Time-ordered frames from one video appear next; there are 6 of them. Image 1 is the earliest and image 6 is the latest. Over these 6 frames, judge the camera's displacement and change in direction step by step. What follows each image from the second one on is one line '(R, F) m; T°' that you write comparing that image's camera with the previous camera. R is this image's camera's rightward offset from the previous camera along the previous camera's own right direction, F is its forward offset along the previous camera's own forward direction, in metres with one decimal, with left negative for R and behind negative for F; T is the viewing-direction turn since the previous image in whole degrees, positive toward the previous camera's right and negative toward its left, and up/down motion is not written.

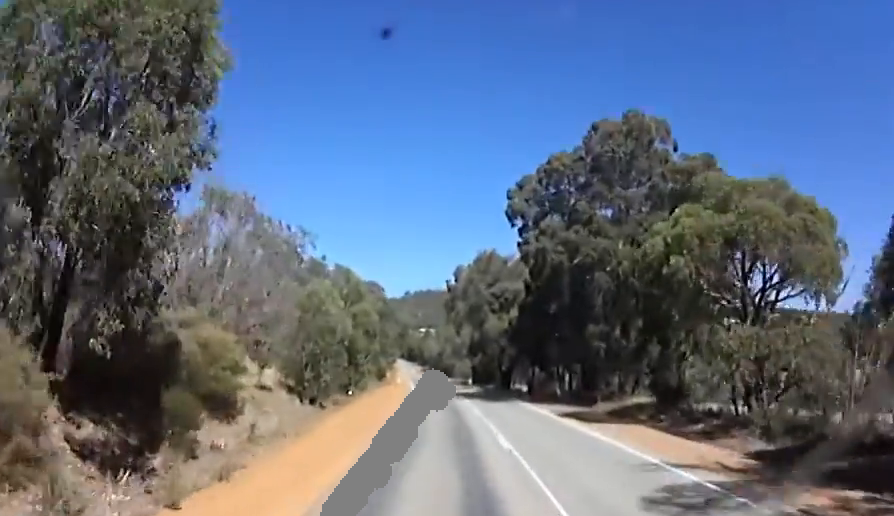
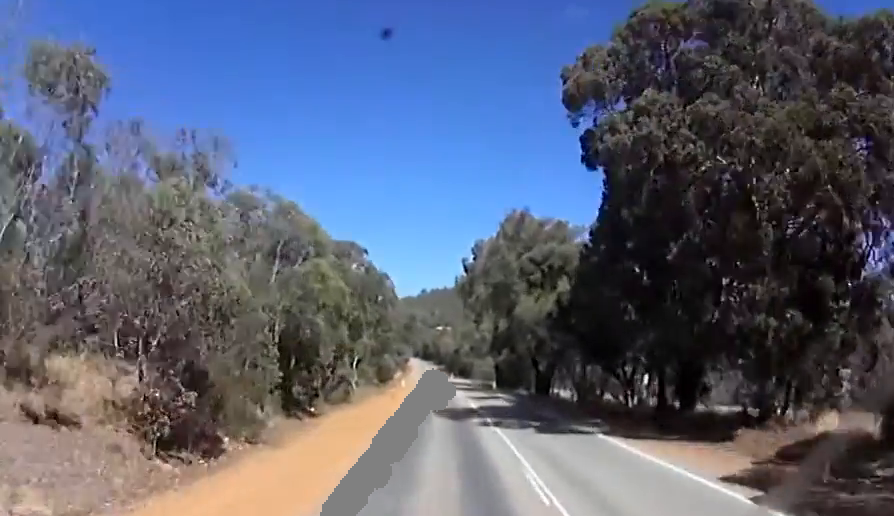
(+0.1, +20.2) m; -1°
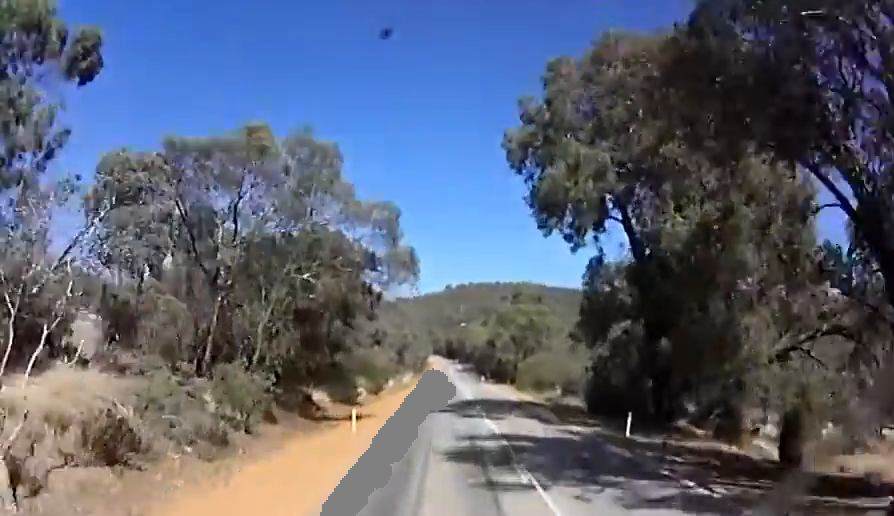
(-2.4, +51.2) m; -4°
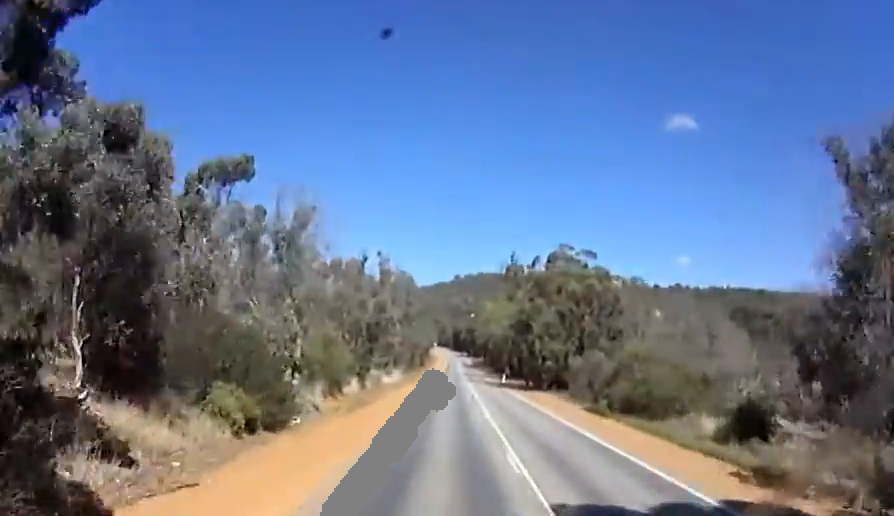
(-0.3, +37.8) m; -1°
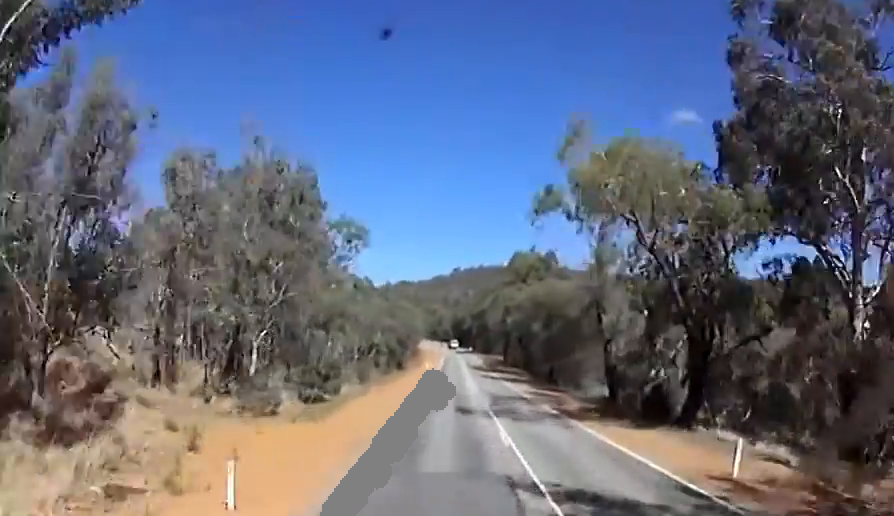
(-0.8, +75.9) m; -1°
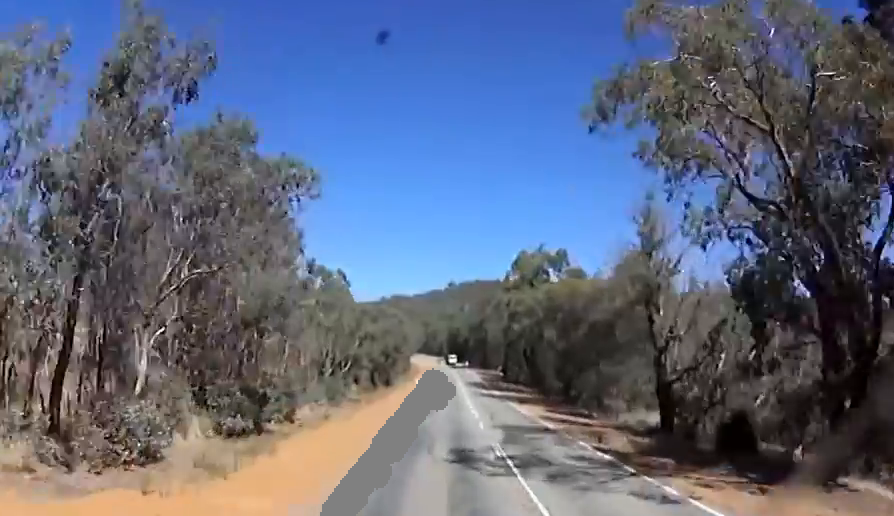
(+0.1, +12.7) m; 0°
